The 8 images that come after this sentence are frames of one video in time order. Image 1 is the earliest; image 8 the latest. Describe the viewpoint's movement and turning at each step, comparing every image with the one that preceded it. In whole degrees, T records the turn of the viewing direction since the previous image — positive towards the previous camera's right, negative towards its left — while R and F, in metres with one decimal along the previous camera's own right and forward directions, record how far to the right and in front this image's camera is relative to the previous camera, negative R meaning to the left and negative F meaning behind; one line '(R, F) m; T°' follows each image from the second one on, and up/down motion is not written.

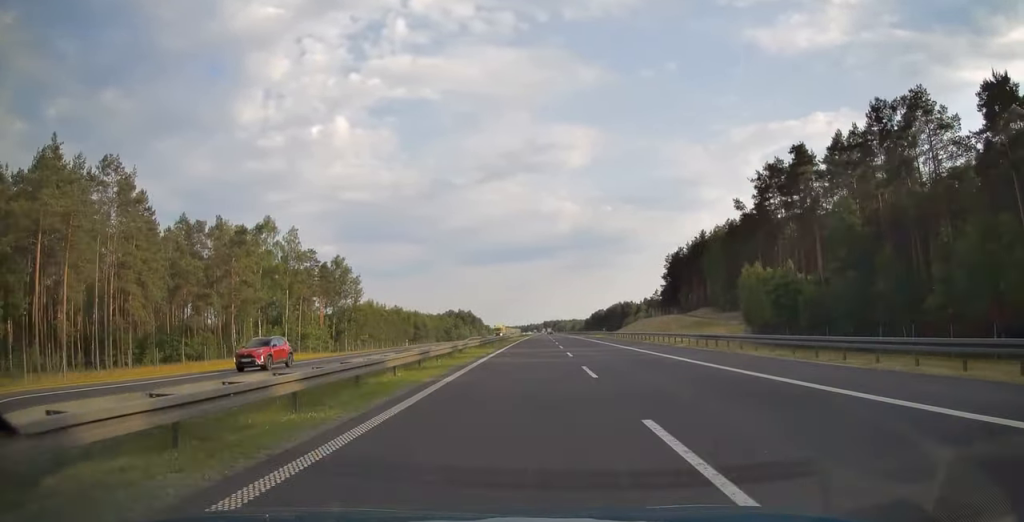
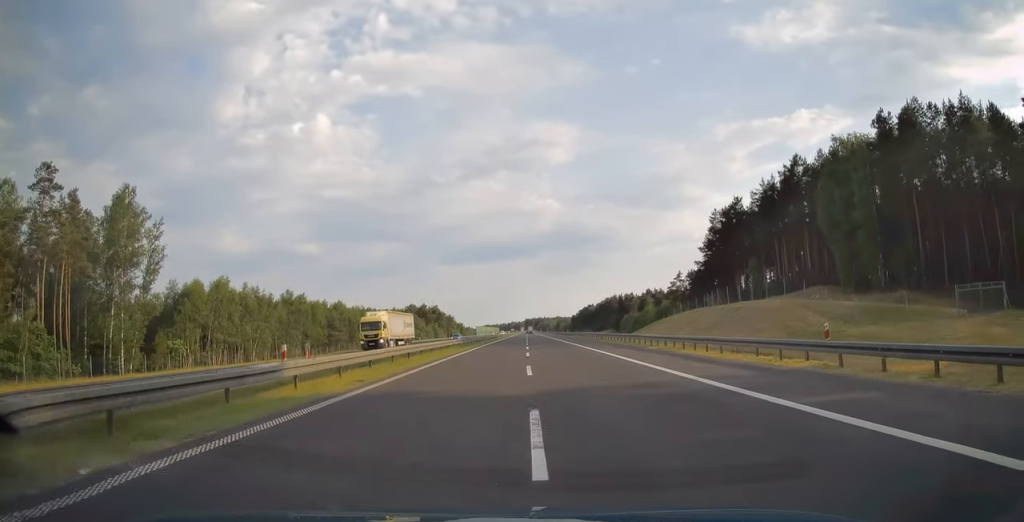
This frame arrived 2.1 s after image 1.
(+0.8, +71.2) m; +1°
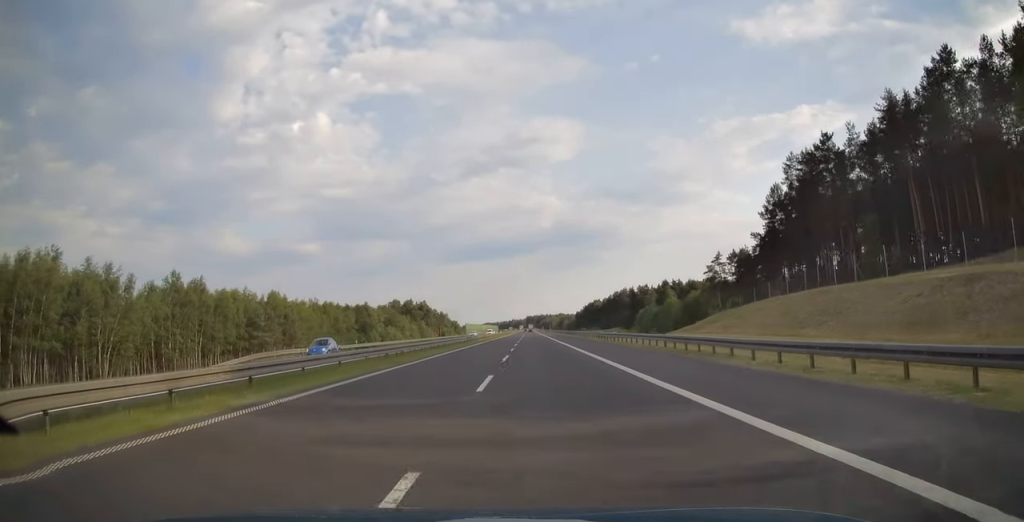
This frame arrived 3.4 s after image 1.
(+0.3, +40.3) m; +1°
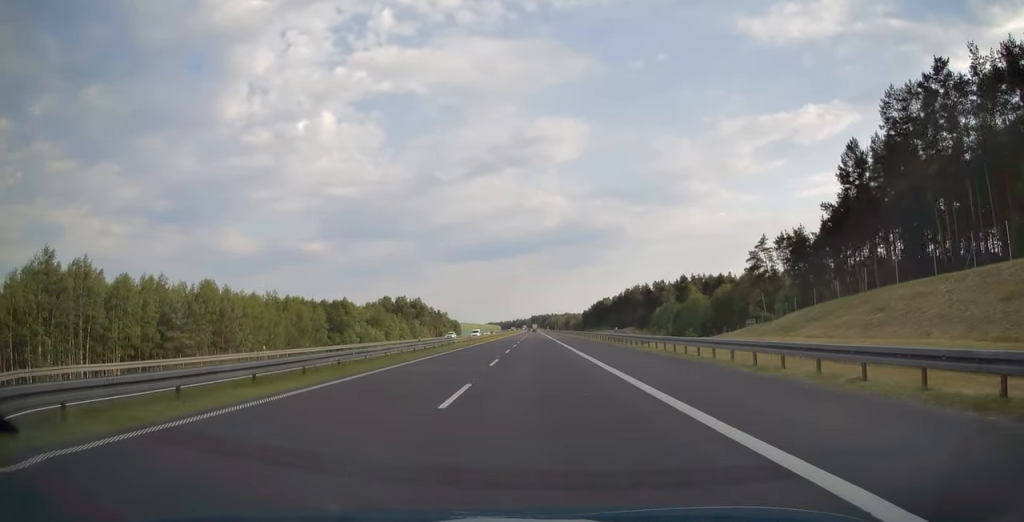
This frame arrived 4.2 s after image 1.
(0.0, +27.0) m; 0°
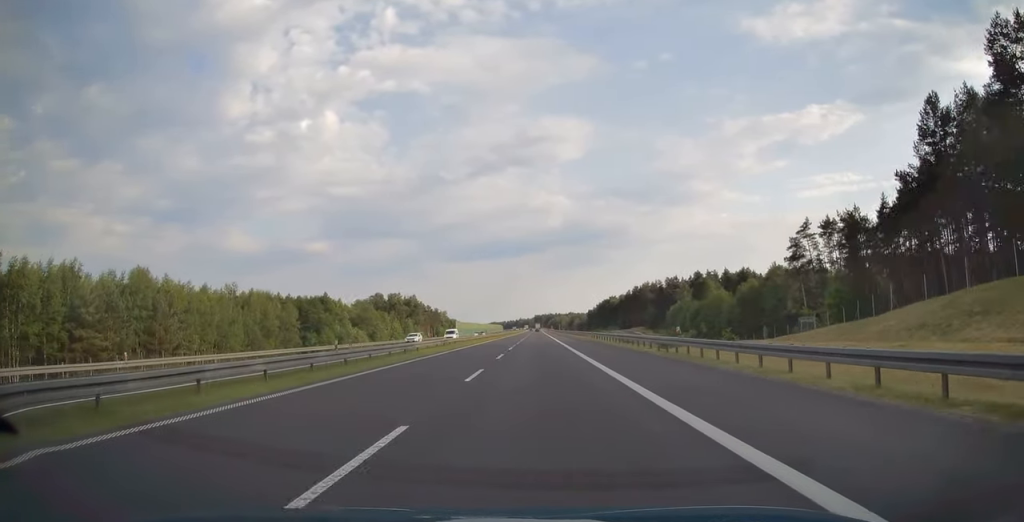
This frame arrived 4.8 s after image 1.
(0.0, +18.7) m; 0°
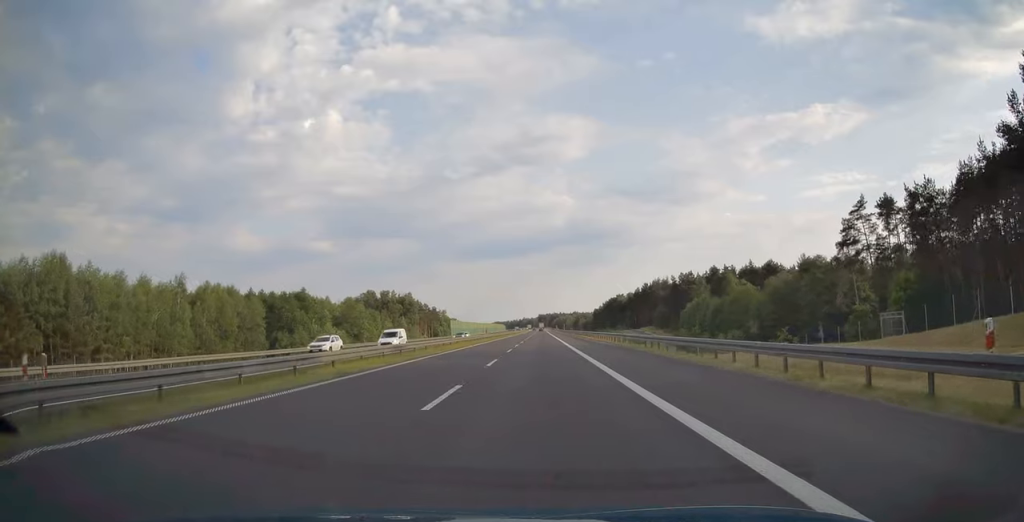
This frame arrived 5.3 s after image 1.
(0.0, +17.7) m; 0°
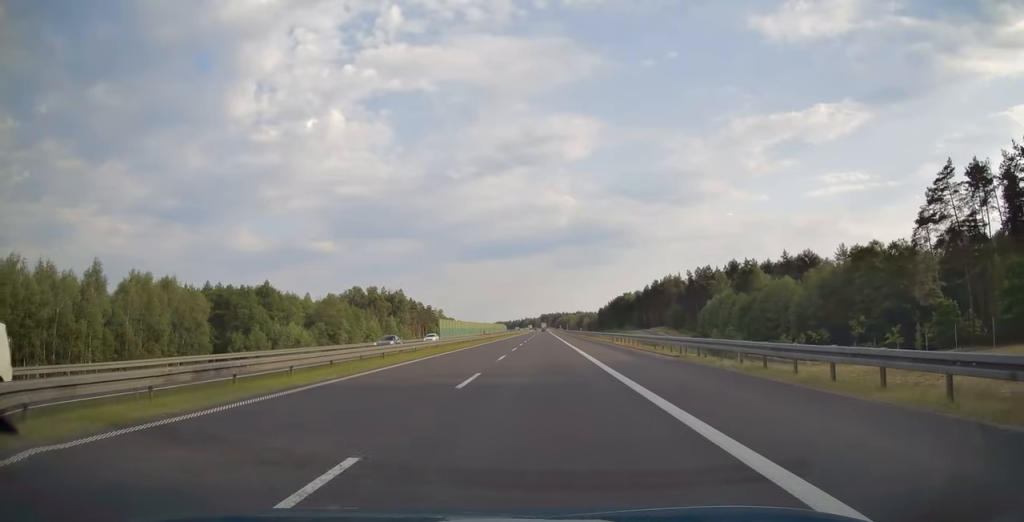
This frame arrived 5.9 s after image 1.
(0.0, +20.5) m; 0°
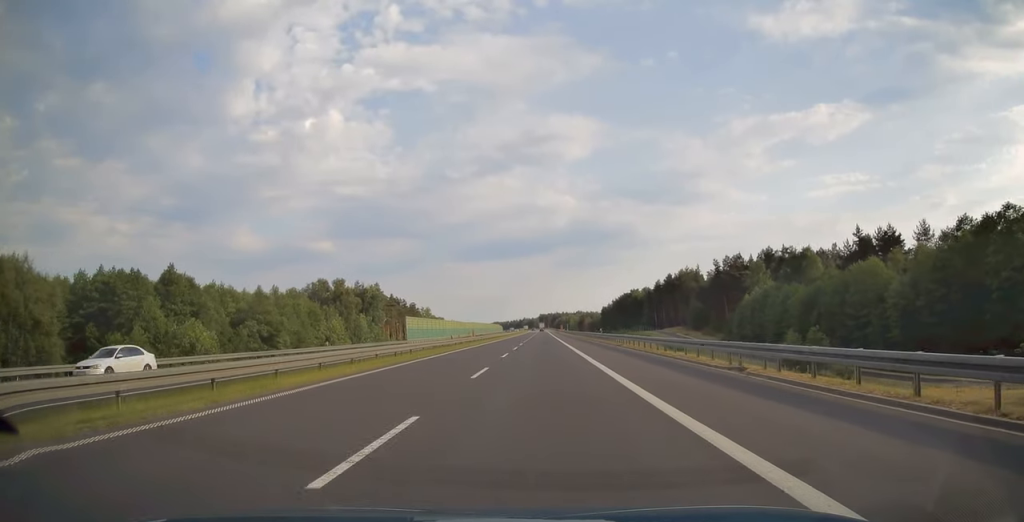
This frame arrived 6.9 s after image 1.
(-0.2, +33.1) m; 0°
